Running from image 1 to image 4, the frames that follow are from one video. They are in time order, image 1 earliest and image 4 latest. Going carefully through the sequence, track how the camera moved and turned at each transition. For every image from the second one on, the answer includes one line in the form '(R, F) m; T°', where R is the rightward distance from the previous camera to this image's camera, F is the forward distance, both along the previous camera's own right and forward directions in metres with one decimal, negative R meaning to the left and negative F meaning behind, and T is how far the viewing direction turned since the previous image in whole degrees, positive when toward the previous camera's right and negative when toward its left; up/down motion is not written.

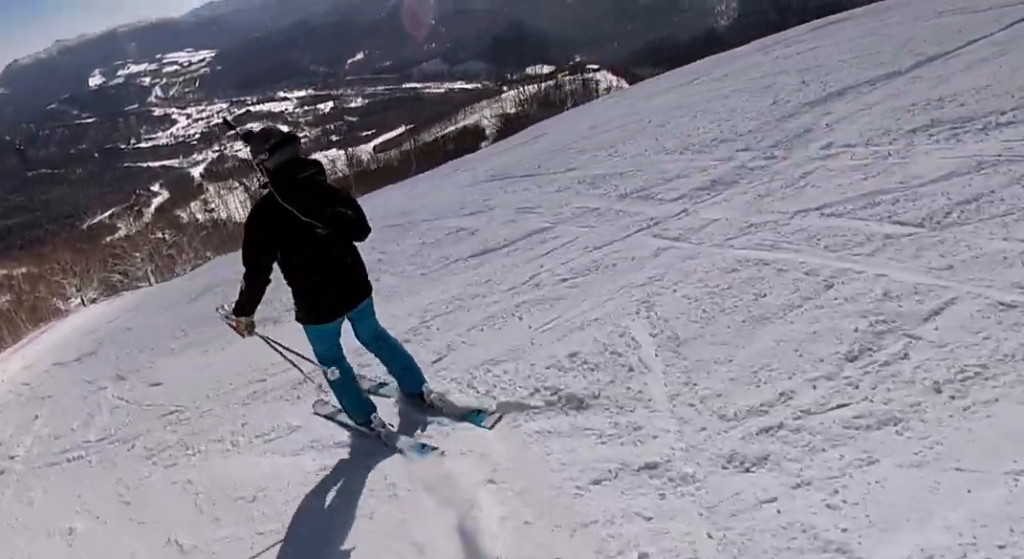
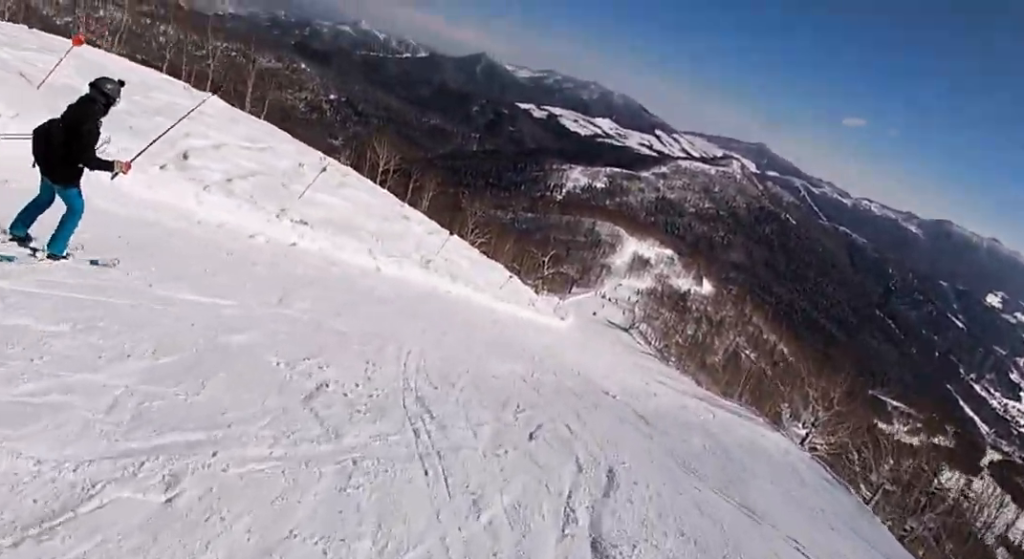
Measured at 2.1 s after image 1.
(-2.3, +10.8) m; -42°
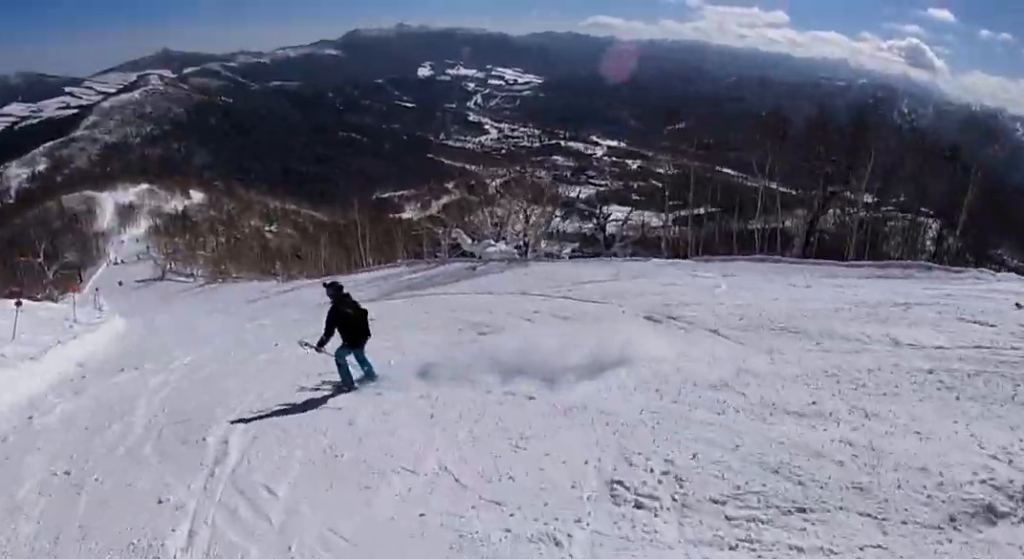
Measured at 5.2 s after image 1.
(+5.1, +15.9) m; +38°
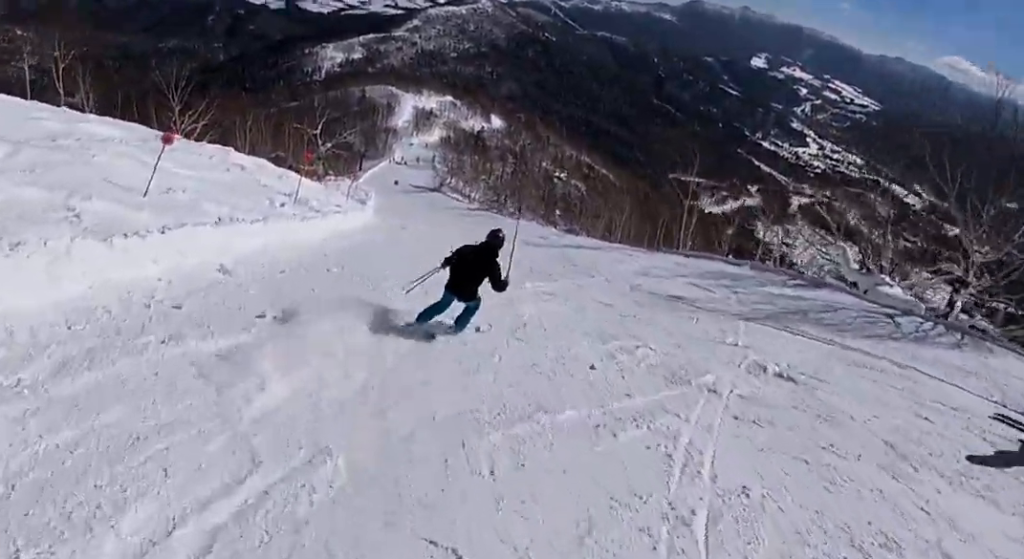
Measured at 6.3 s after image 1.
(0.0, +8.1) m; 0°
